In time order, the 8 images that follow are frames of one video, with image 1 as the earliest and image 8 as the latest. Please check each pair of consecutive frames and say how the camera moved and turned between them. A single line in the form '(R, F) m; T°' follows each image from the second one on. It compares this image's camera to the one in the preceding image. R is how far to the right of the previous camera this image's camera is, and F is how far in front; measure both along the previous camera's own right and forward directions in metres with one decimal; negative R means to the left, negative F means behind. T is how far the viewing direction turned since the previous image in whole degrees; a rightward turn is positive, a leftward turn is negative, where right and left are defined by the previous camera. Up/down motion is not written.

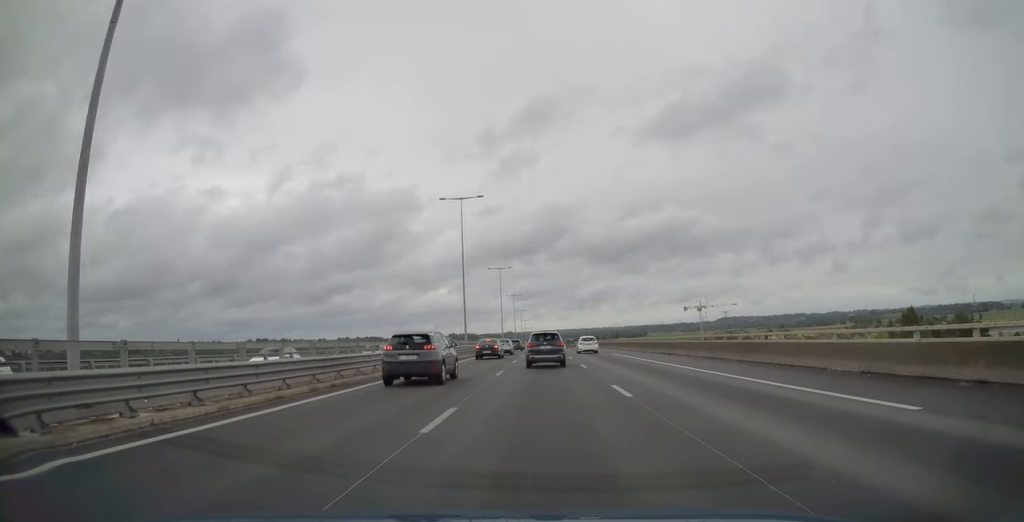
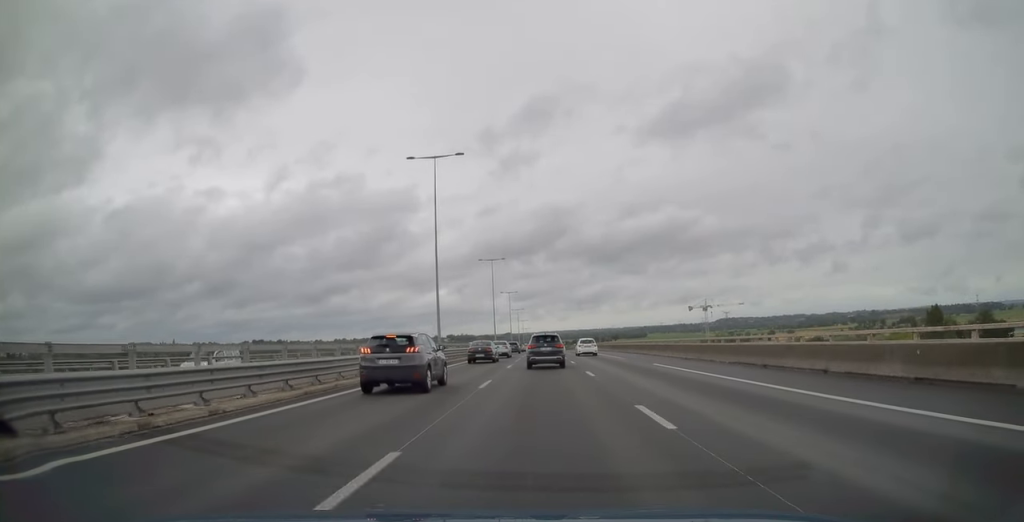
(+0.1, +18.5) m; 0°
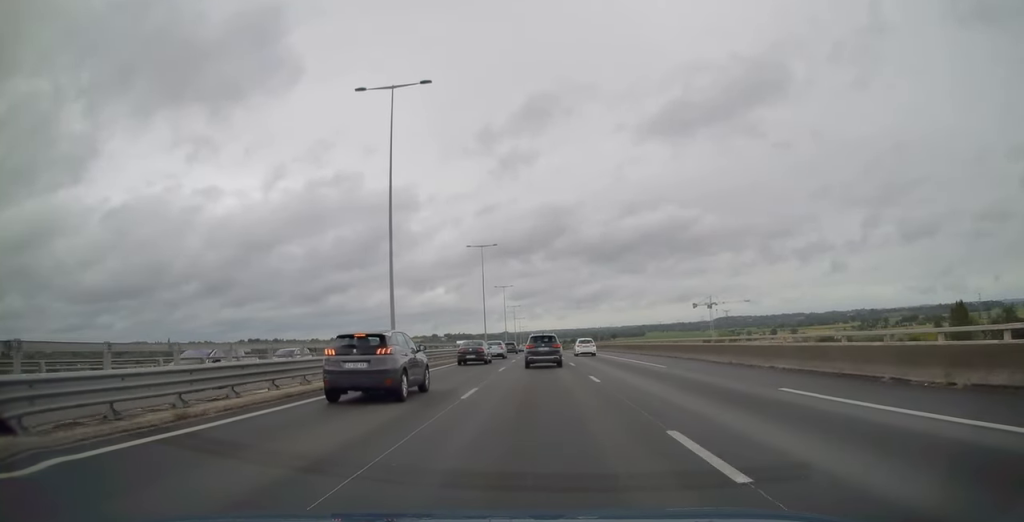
(-0.1, +17.2) m; 0°
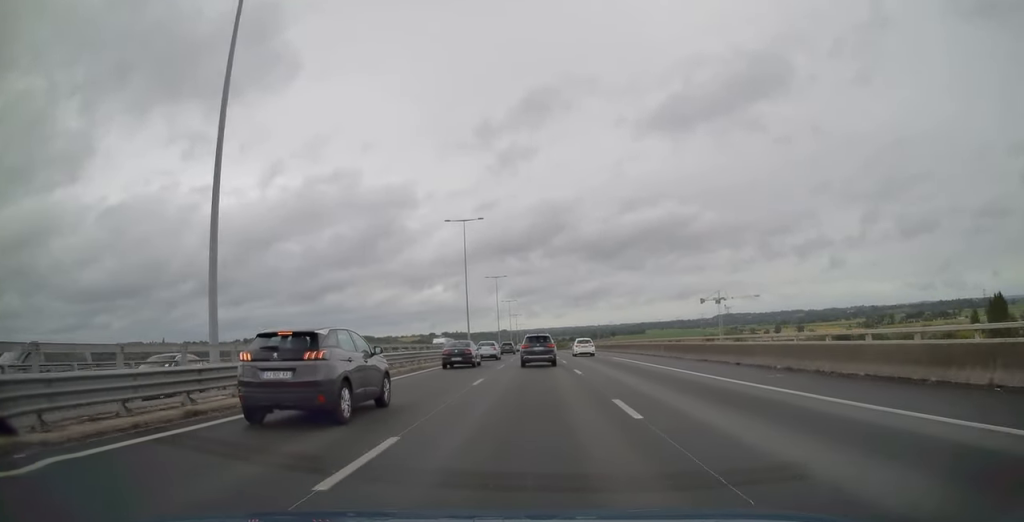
(+0.2, +22.5) m; 0°
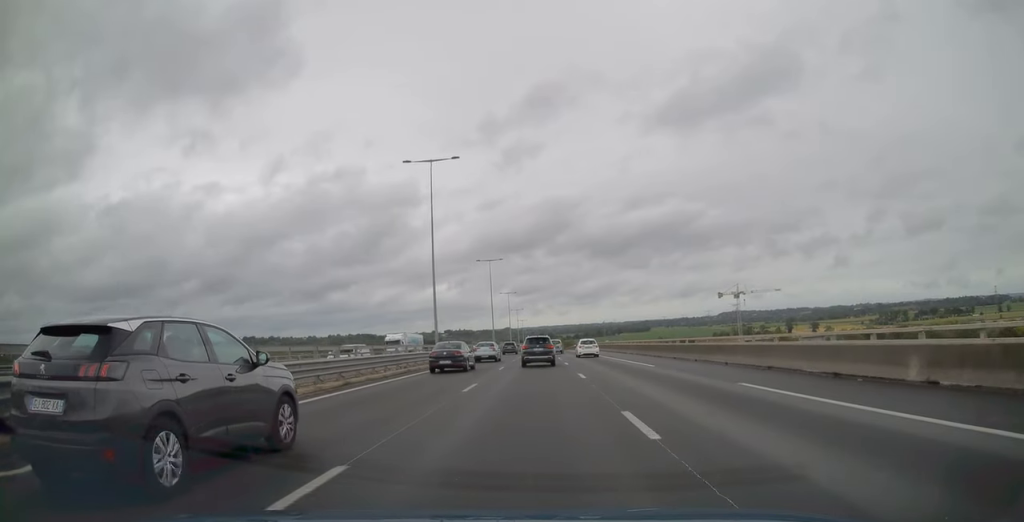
(-0.1, +28.2) m; 0°
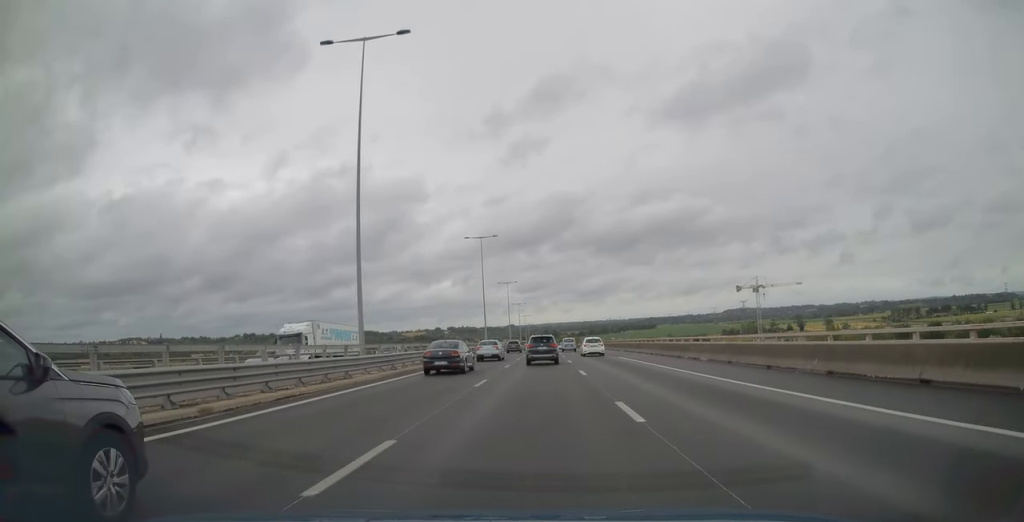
(-0.1, +24.4) m; 0°
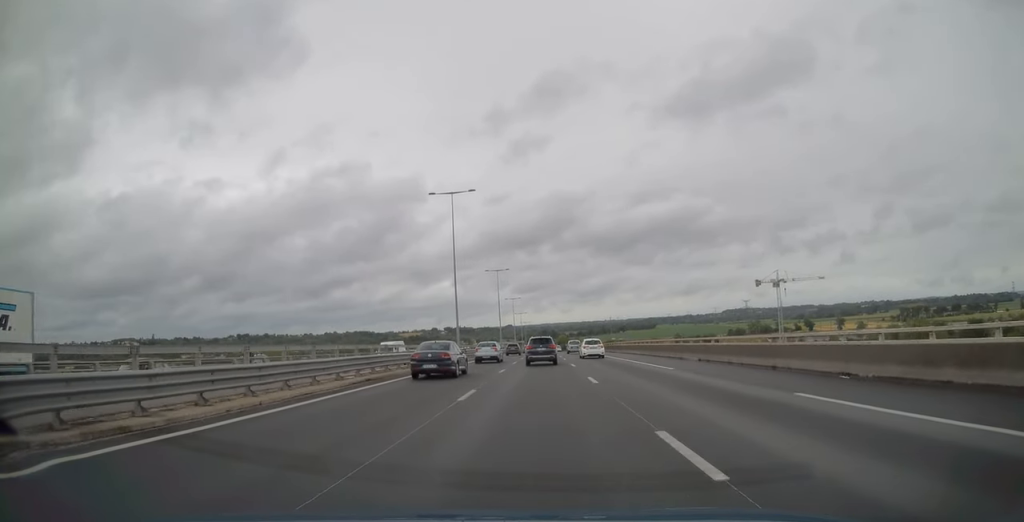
(0.0, +30.1) m; -1°
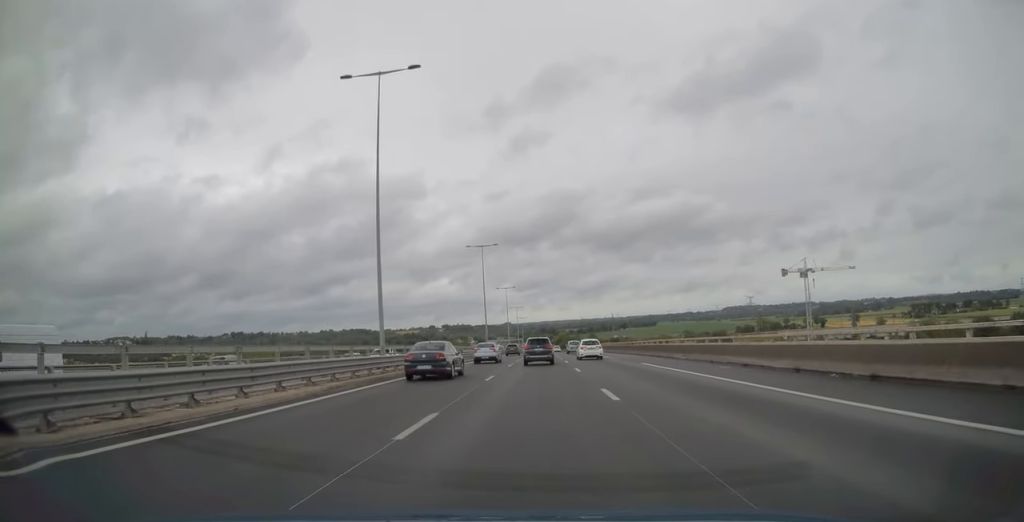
(-0.3, +31.1) m; 0°
